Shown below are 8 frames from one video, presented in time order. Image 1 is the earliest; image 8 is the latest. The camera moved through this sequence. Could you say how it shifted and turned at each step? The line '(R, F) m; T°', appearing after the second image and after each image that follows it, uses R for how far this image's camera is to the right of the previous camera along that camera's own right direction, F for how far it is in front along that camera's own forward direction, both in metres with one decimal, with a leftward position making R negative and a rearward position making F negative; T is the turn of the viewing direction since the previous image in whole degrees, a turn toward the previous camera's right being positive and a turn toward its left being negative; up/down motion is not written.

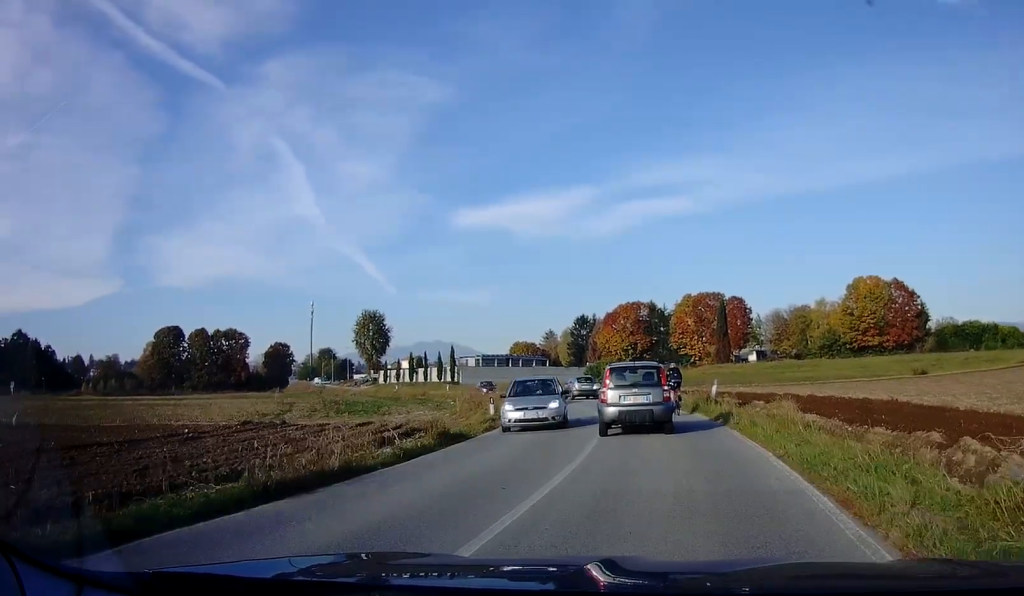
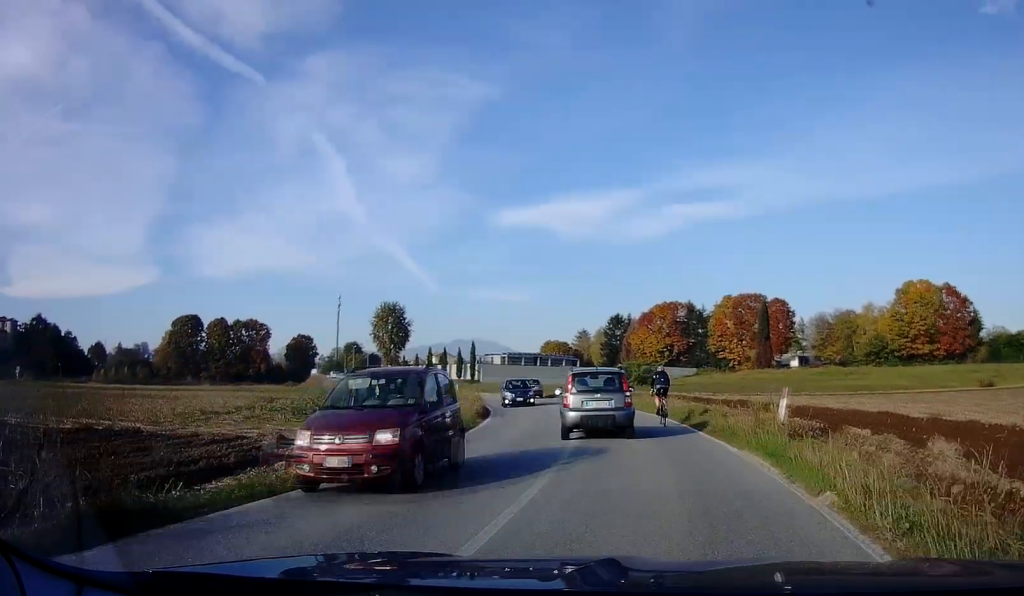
(-0.4, +10.9) m; -5°
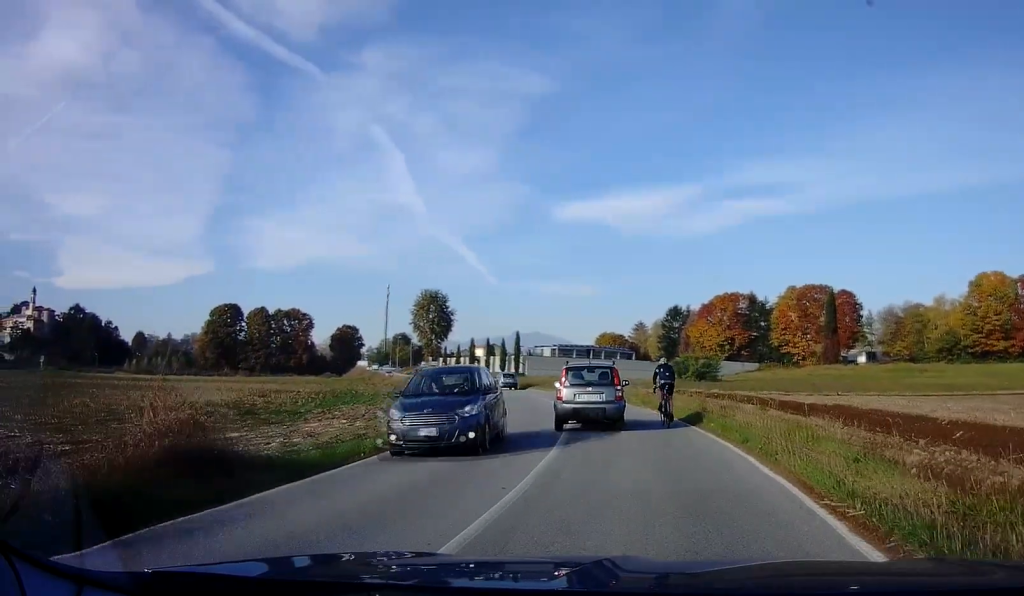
(-0.8, +10.8) m; -8°
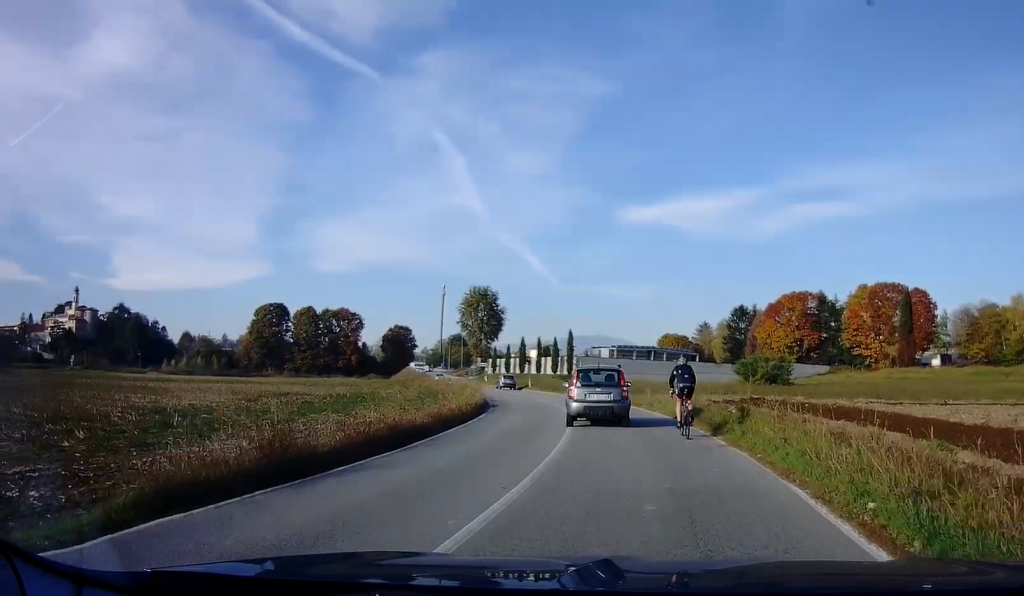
(-0.5, +10.2) m; -4°
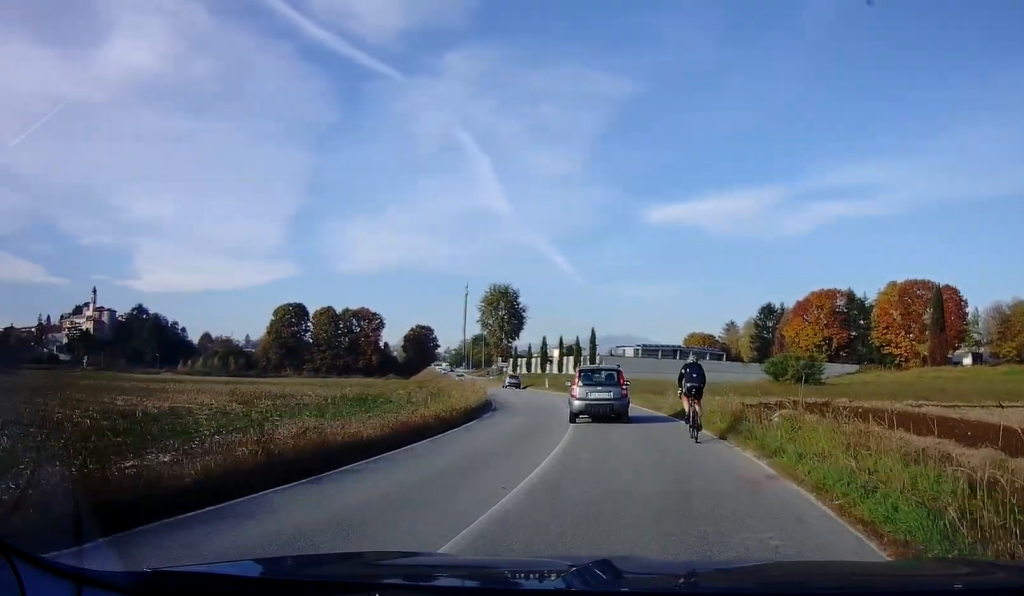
(0.0, +4.4) m; -1°
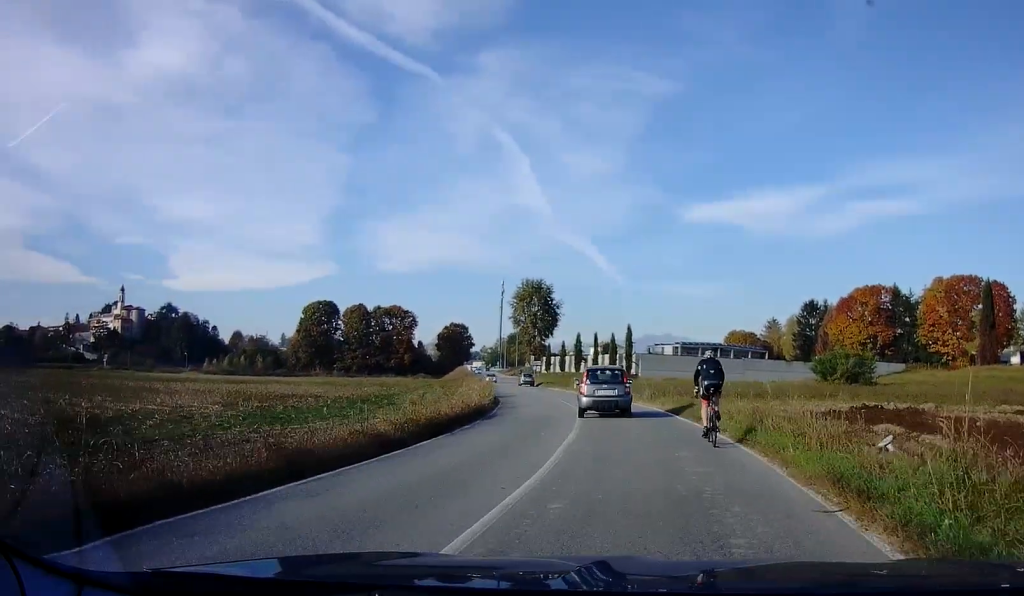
(-0.1, +6.3) m; -2°
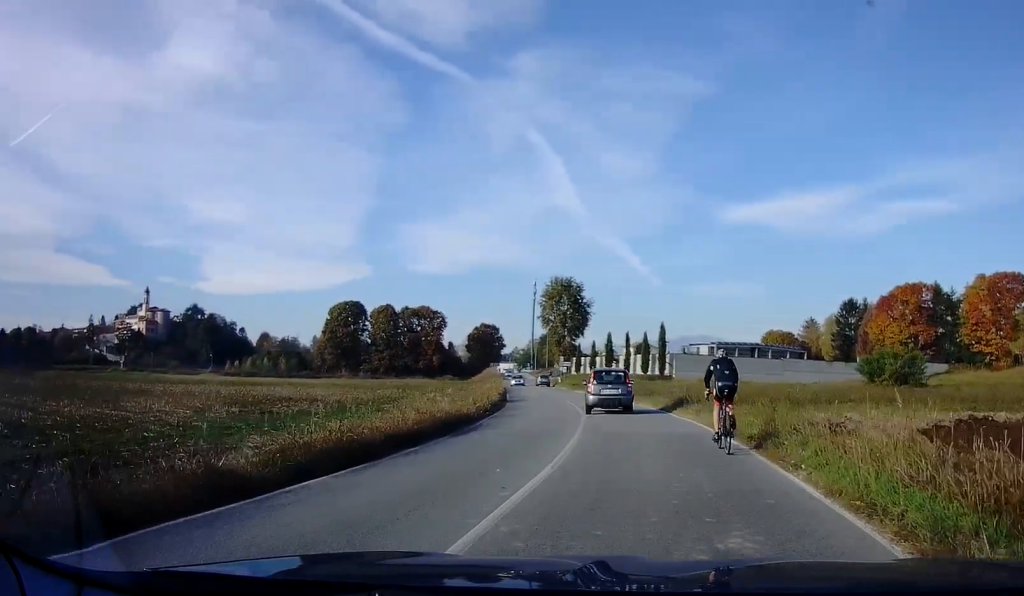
(-0.1, +5.8) m; -3°
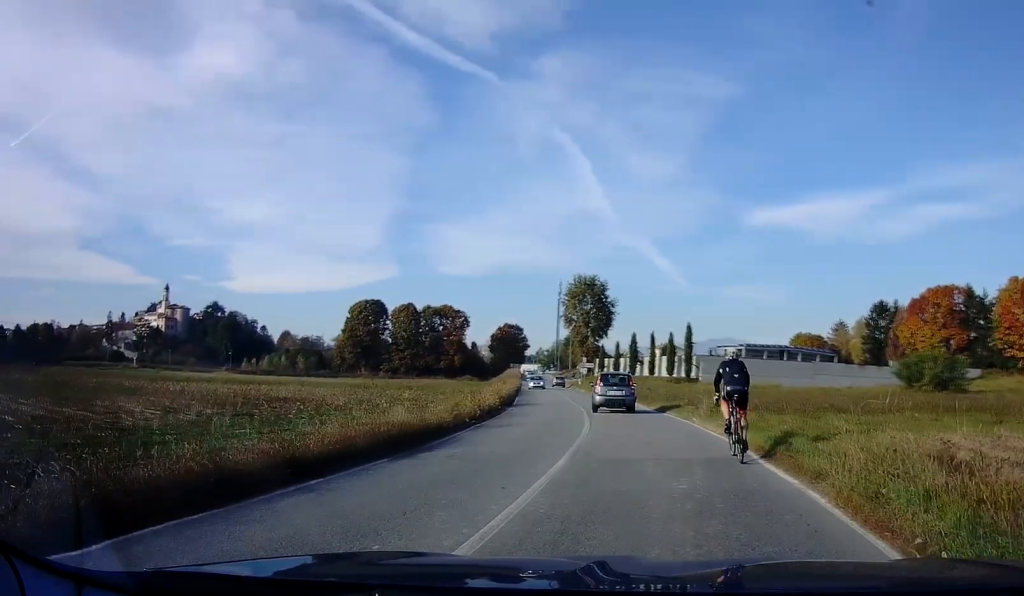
(0.0, +4.7) m; -3°
